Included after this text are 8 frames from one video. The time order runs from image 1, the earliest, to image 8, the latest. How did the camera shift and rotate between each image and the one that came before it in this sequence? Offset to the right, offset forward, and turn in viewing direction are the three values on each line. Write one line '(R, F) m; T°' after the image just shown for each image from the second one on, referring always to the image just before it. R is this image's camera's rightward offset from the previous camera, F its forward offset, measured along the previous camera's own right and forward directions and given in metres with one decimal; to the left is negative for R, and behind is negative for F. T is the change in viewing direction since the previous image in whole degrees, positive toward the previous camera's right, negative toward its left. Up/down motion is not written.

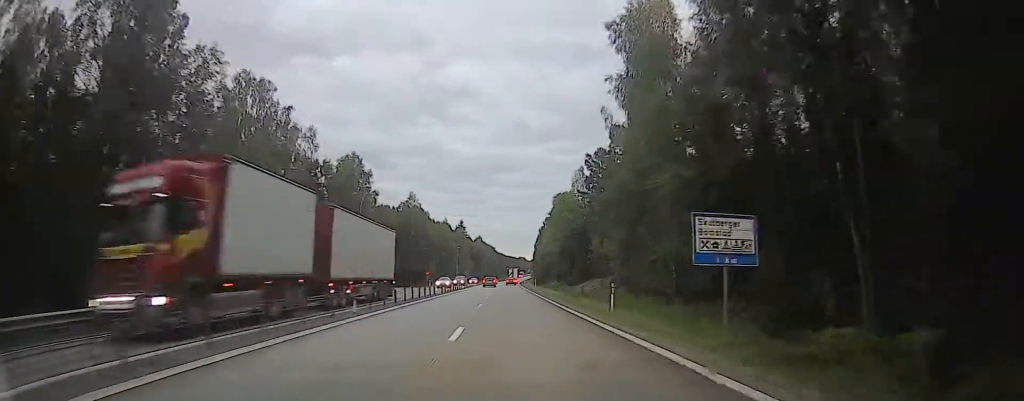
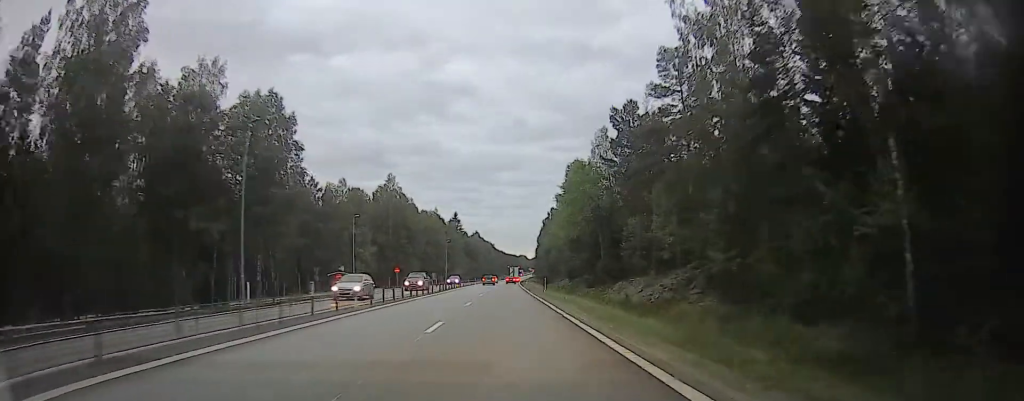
(-0.1, +22.9) m; -2°
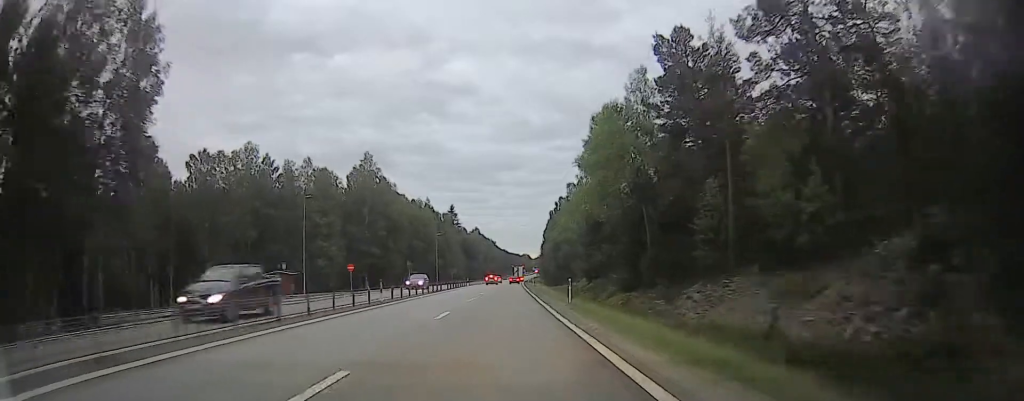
(-0.9, +19.5) m; 0°
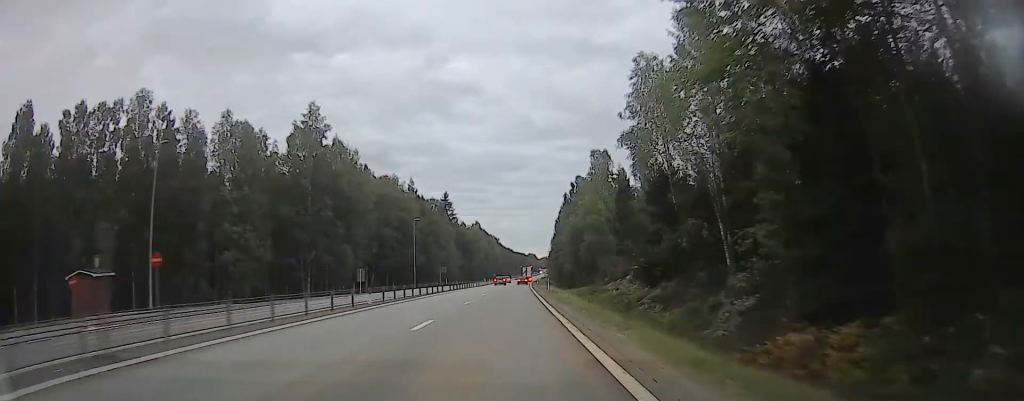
(+1.1, +28.0) m; +2°
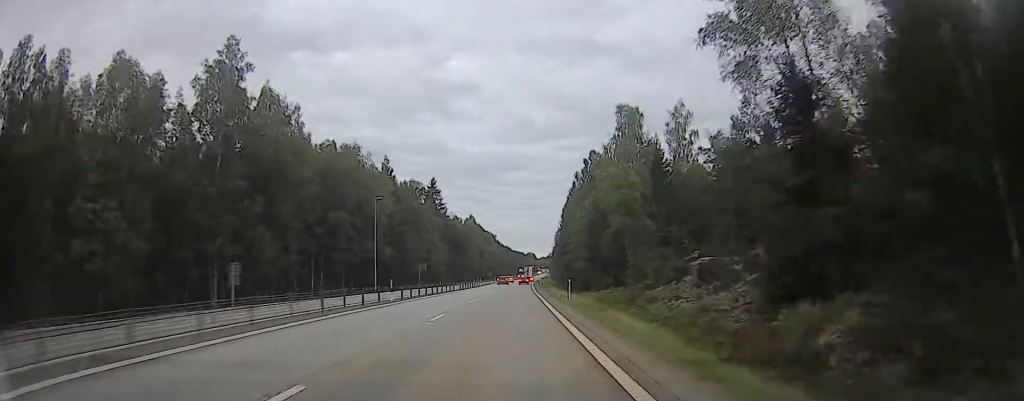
(0.0, +21.5) m; -2°
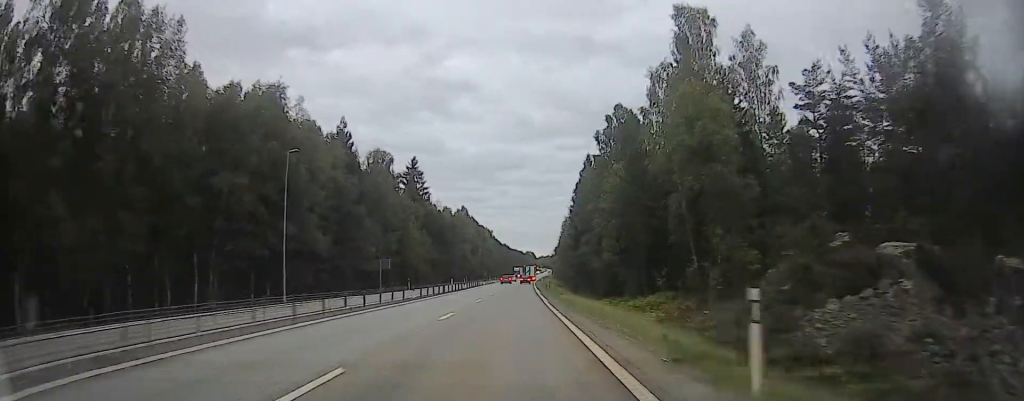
(-0.6, +23.1) m; 0°
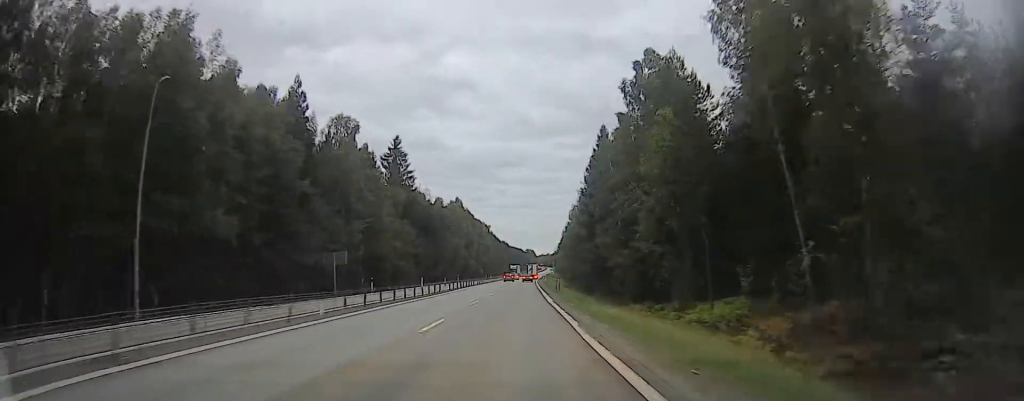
(+0.3, +15.6) m; +1°
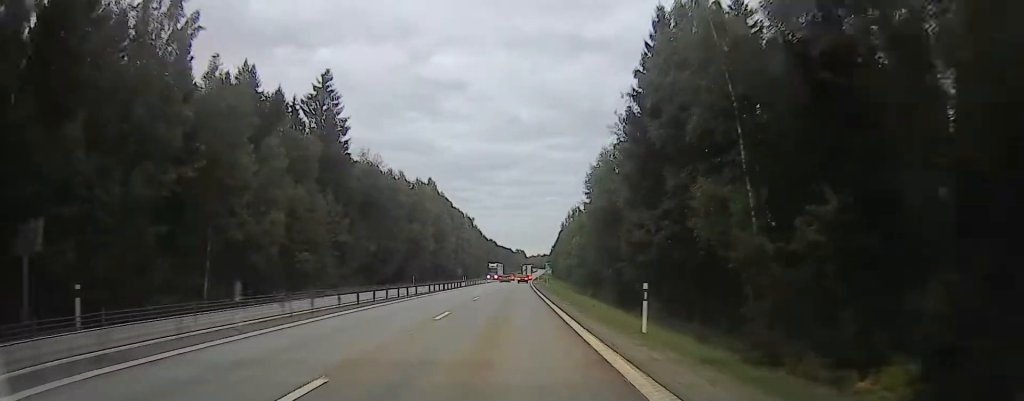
(+0.2, +32.7) m; +1°
